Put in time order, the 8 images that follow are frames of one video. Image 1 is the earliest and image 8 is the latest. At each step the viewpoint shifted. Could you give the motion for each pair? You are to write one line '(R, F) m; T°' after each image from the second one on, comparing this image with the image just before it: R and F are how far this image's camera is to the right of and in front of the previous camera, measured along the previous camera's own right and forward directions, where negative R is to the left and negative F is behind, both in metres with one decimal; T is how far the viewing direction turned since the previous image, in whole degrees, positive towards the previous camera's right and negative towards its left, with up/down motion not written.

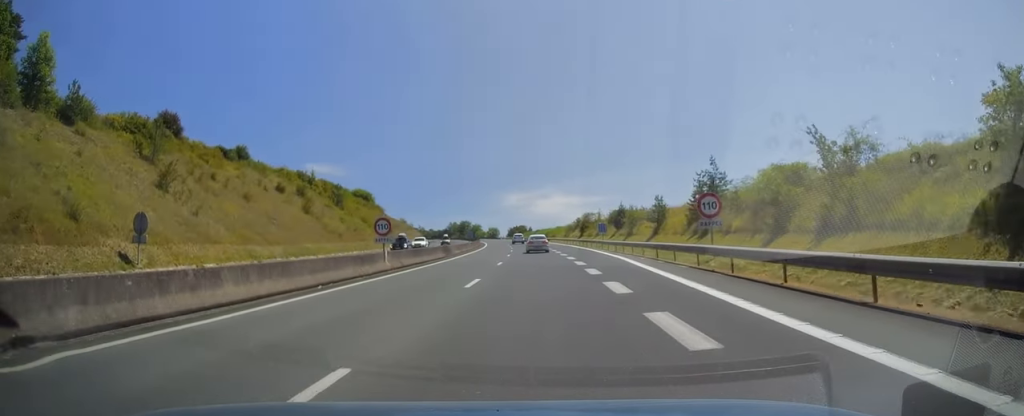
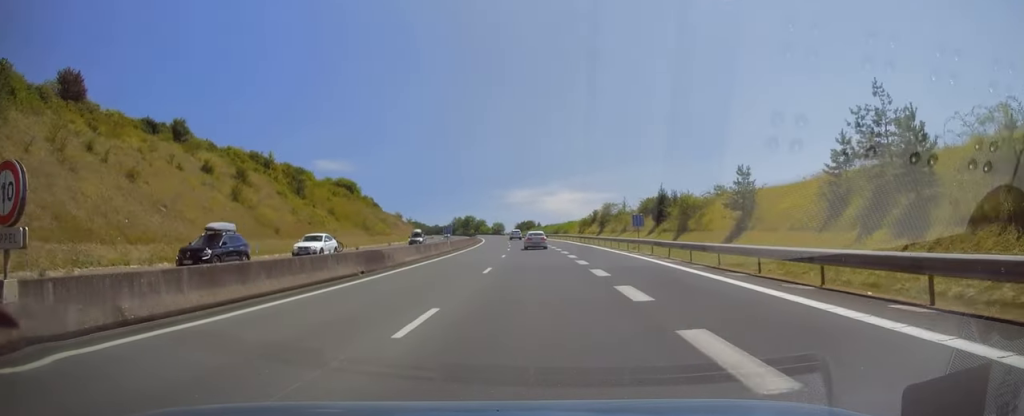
(-0.2, +21.0) m; -1°
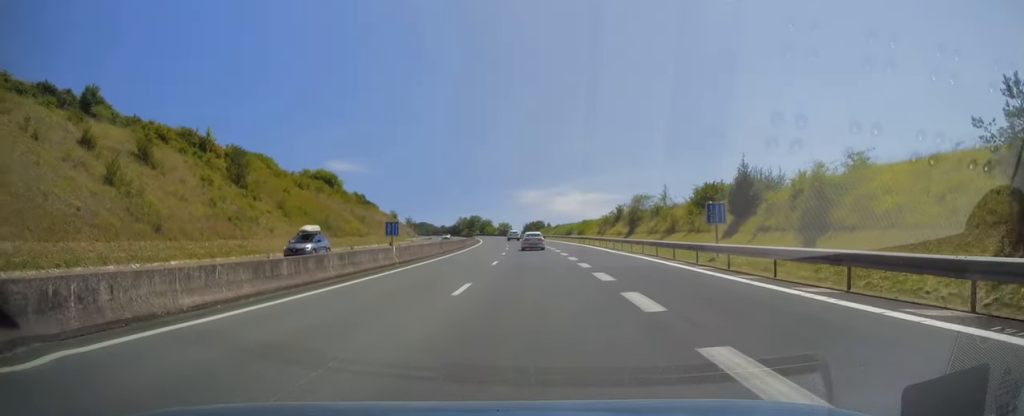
(-0.3, +20.4) m; -1°
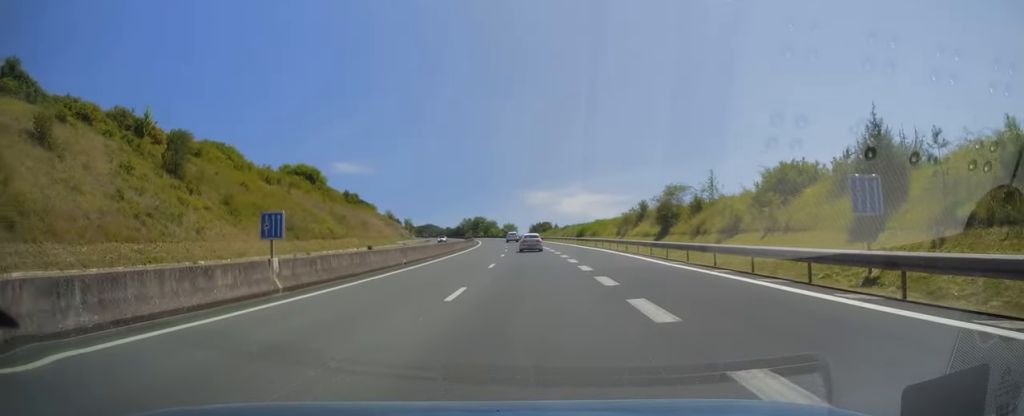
(-0.1, +13.9) m; 0°
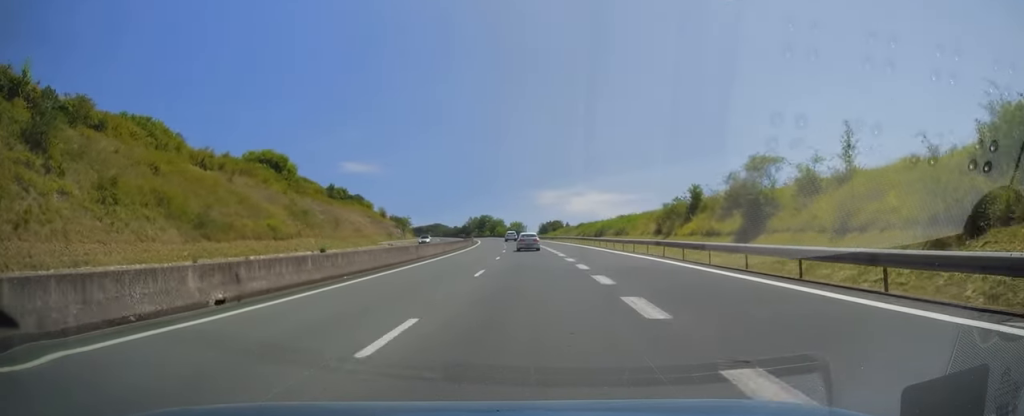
(0.0, +18.9) m; 0°
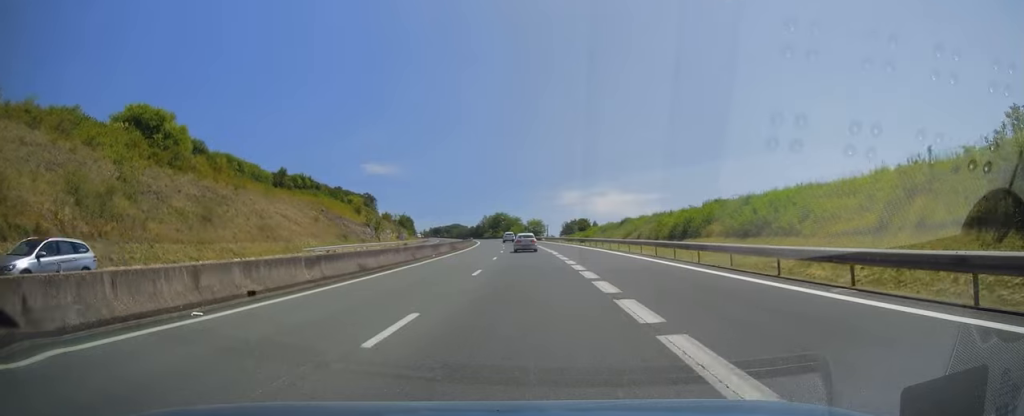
(-0.4, +38.4) m; -3°
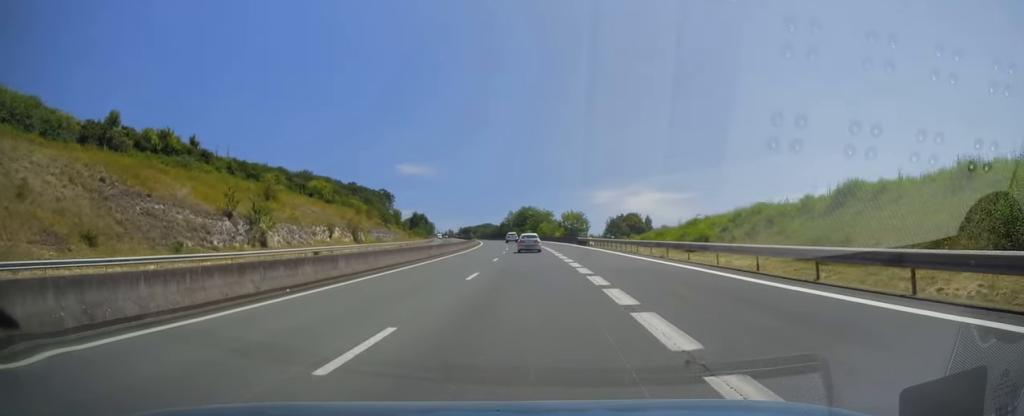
(-1.6, +53.8) m; -3°
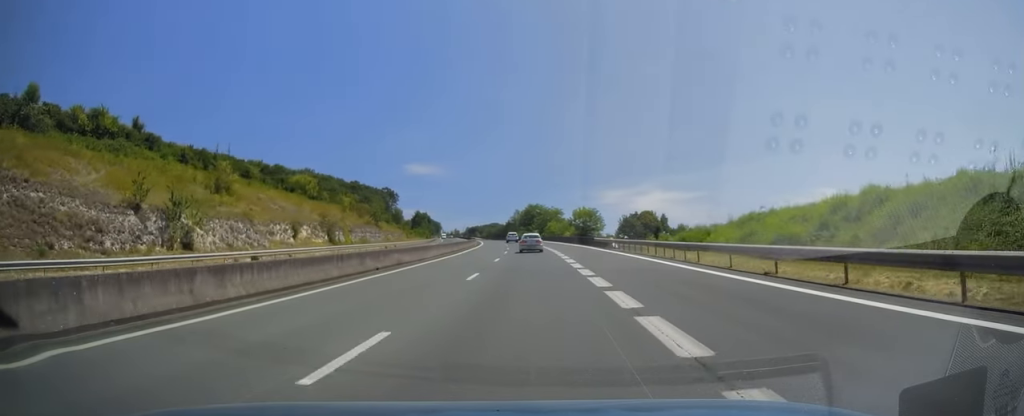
(+0.2, +13.3) m; -1°
